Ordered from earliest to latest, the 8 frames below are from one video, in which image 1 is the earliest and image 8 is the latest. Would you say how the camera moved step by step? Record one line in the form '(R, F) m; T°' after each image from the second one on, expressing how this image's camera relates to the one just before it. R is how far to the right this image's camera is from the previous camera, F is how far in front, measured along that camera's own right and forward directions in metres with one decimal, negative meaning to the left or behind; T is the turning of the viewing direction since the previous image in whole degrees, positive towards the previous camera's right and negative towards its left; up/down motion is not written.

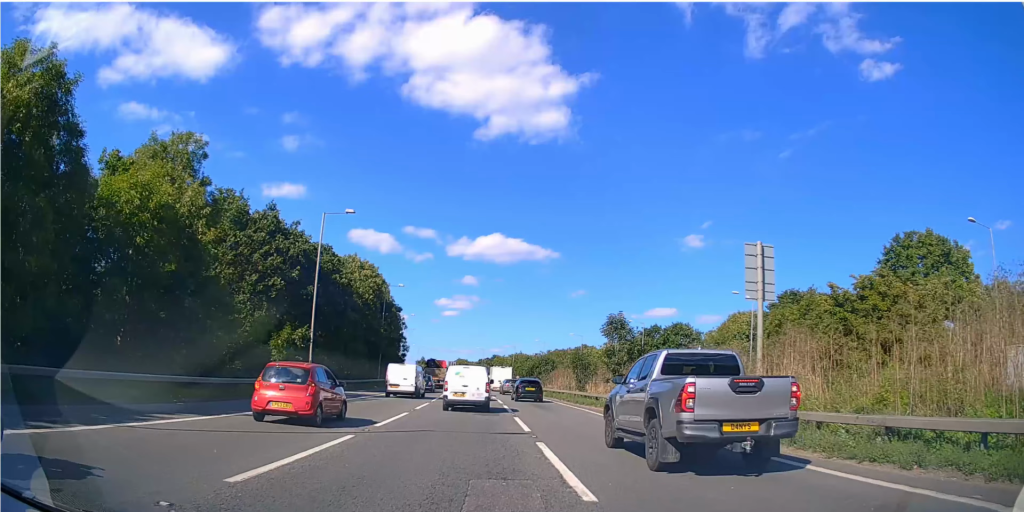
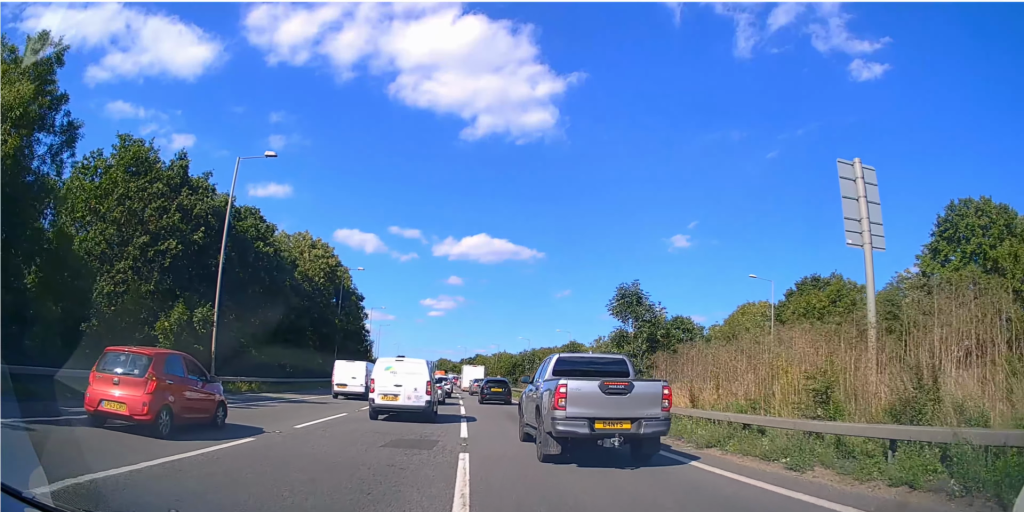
(+0.1, +14.1) m; +2°
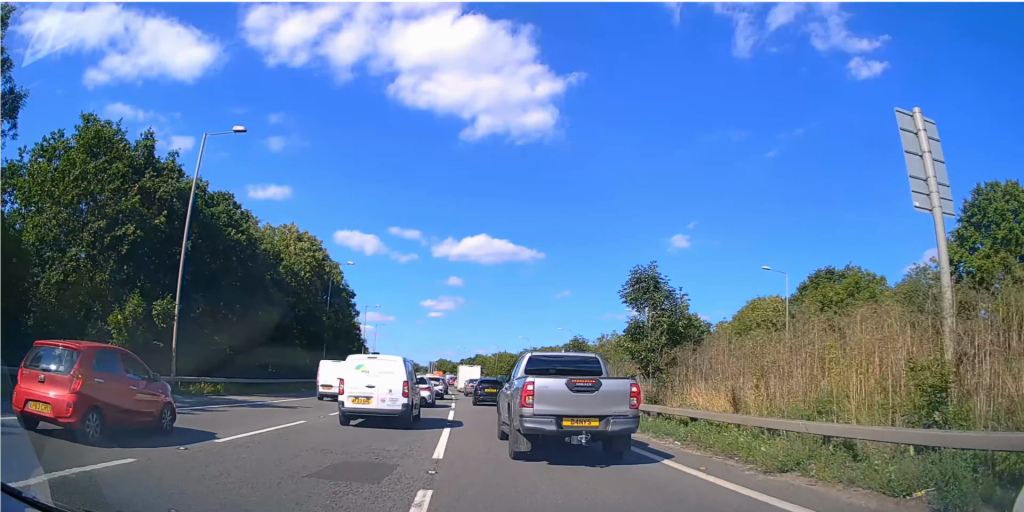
(0.0, +4.5) m; +2°
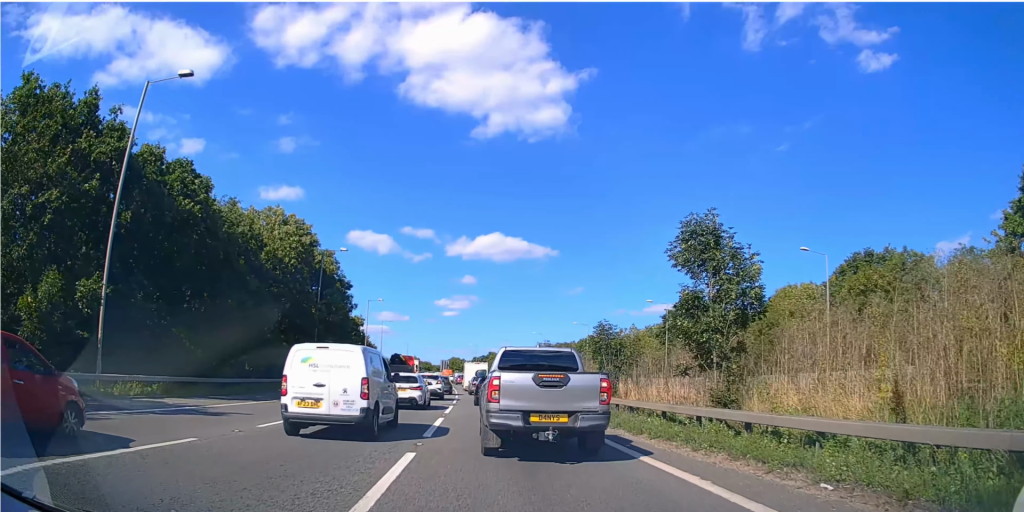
(+0.3, +7.4) m; 0°
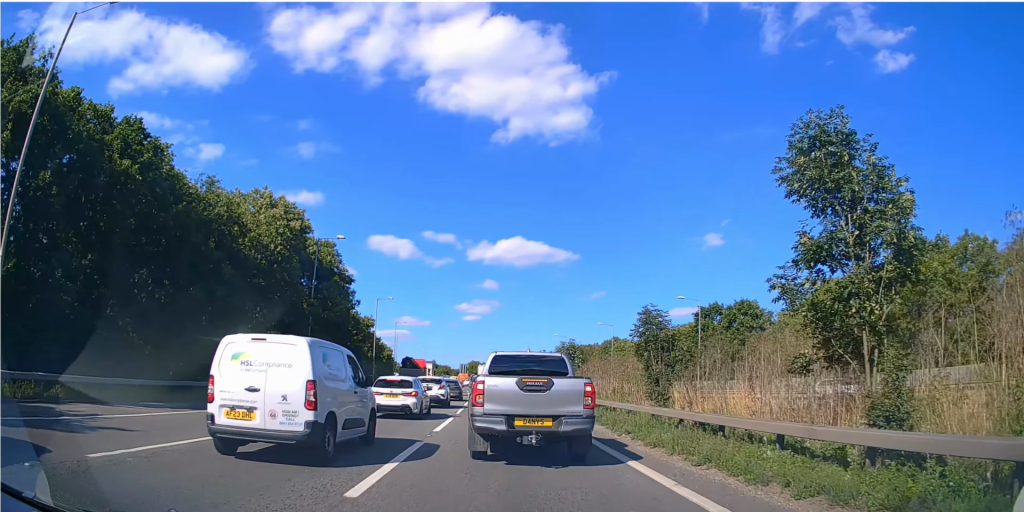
(-0.4, +5.7) m; -3°
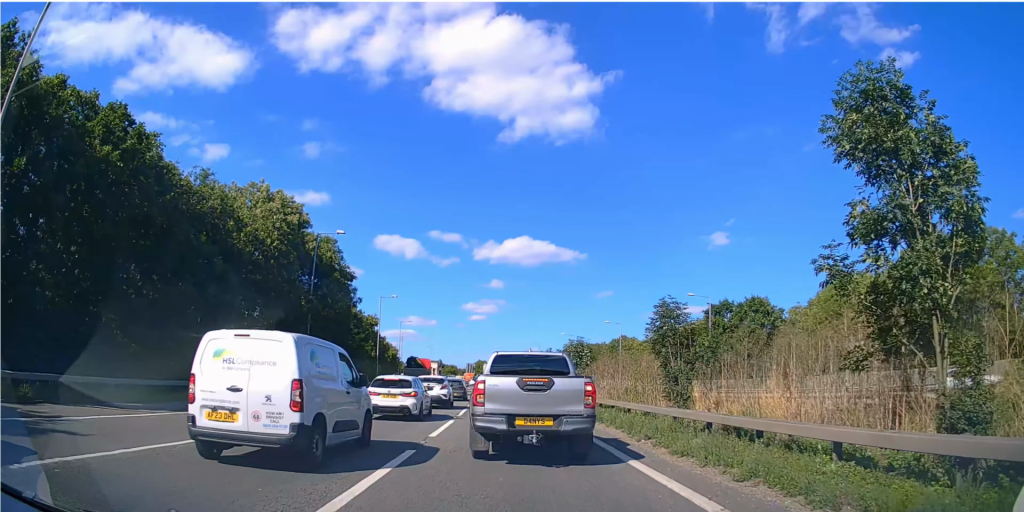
(0.0, +1.3) m; 0°
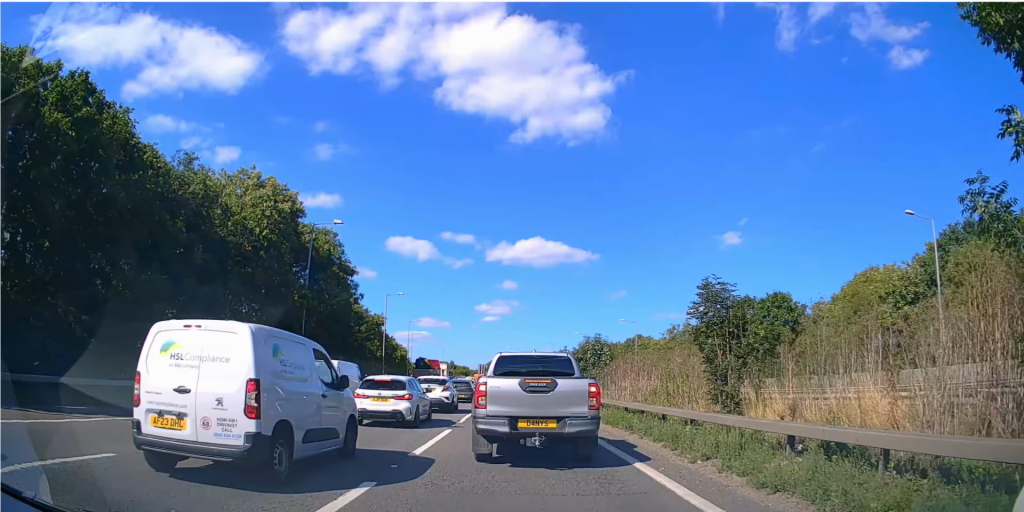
(0.0, +3.7) m; -1°
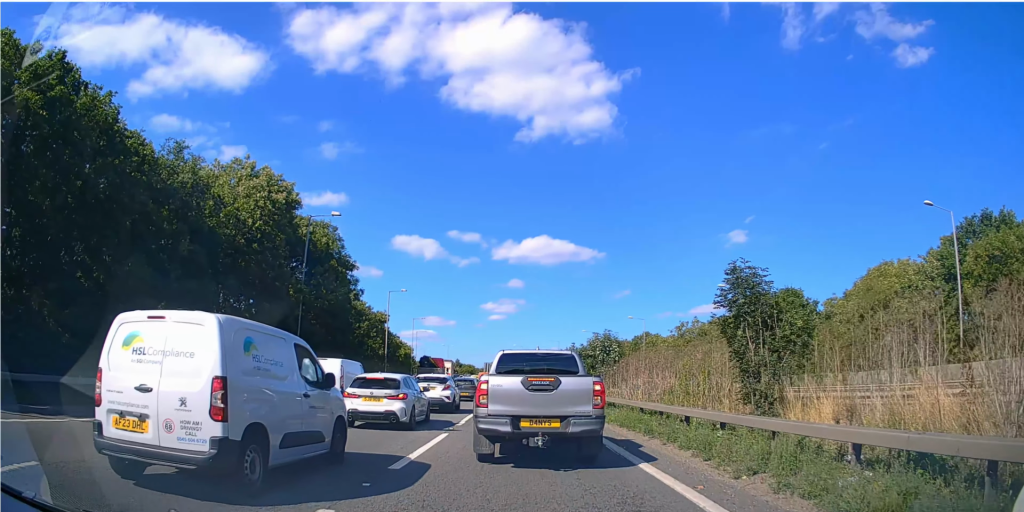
(0.0, +2.1) m; -1°
